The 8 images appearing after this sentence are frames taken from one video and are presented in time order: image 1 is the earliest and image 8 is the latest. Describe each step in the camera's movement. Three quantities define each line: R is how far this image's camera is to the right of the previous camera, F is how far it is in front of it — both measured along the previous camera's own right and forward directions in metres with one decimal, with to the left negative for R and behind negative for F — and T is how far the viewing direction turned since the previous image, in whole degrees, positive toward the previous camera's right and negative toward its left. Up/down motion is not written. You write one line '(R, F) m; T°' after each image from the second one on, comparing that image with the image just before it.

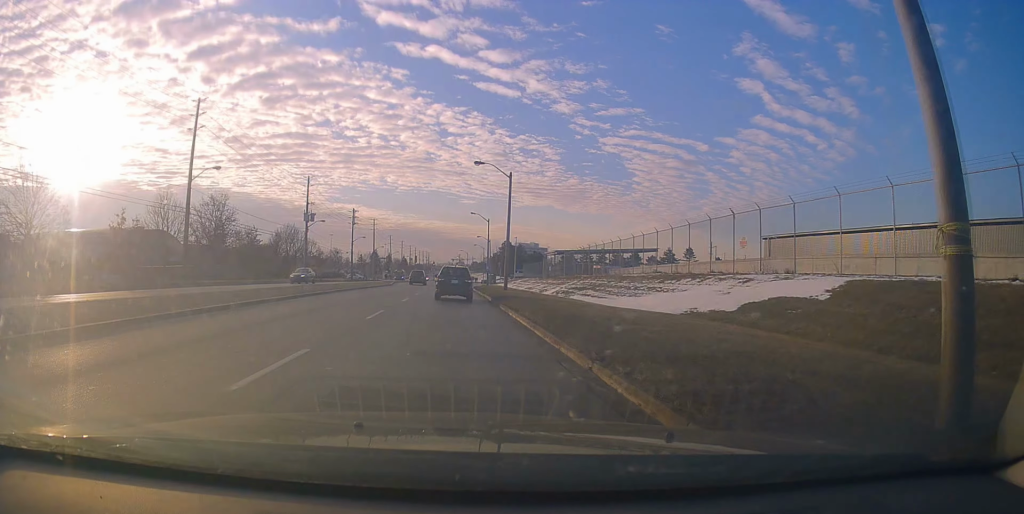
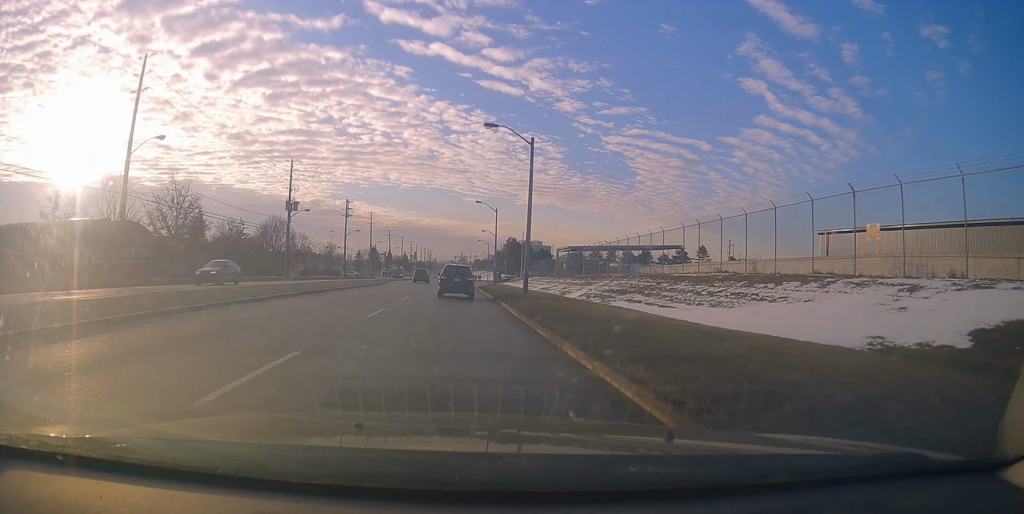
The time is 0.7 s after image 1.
(+0.1, +9.8) m; +1°
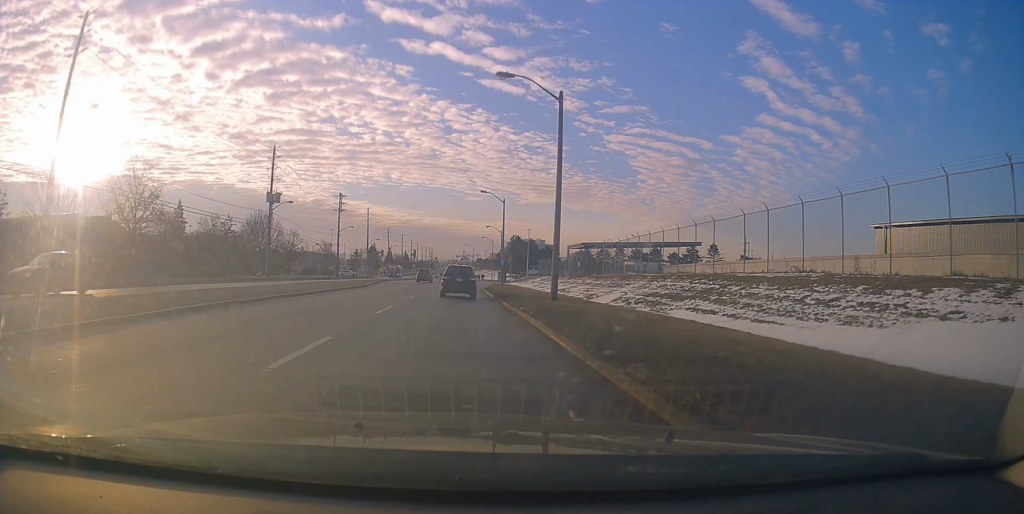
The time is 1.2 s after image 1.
(+0.1, +7.9) m; 0°
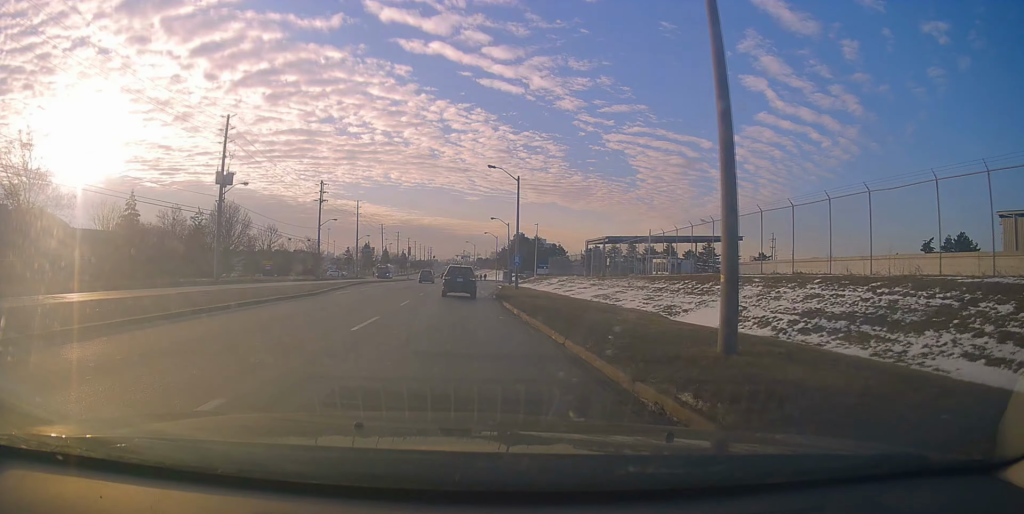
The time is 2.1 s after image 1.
(-0.1, +13.9) m; 0°
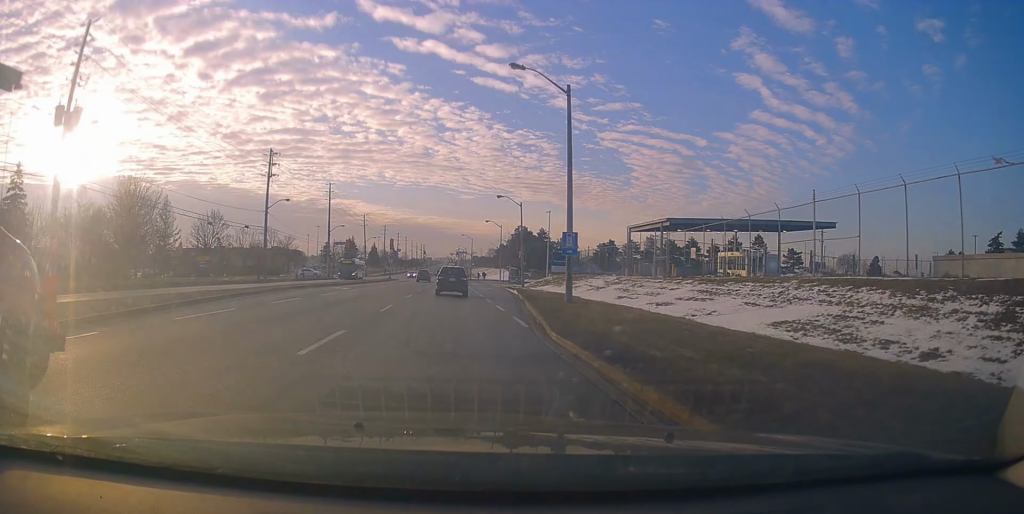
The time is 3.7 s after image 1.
(0.0, +22.2) m; 0°
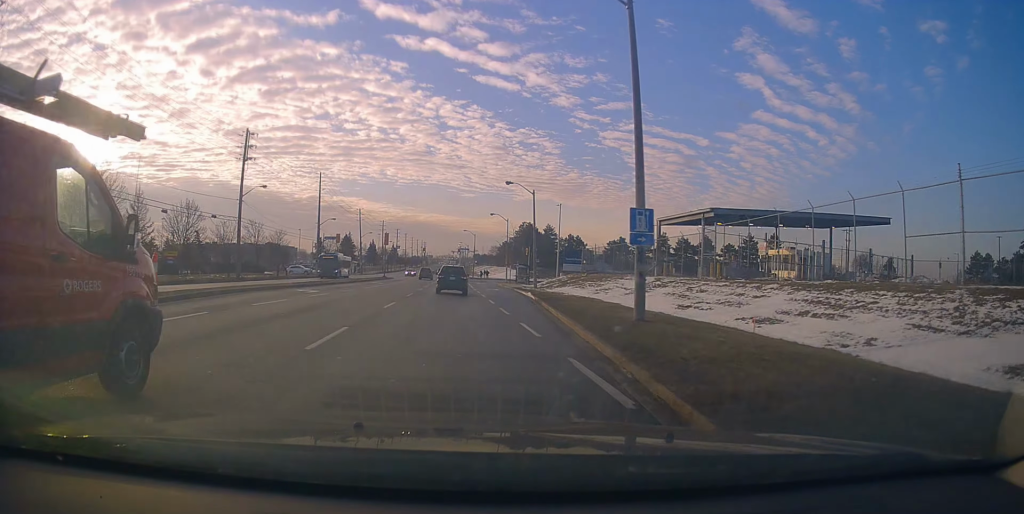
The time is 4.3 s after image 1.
(-0.1, +8.5) m; 0°
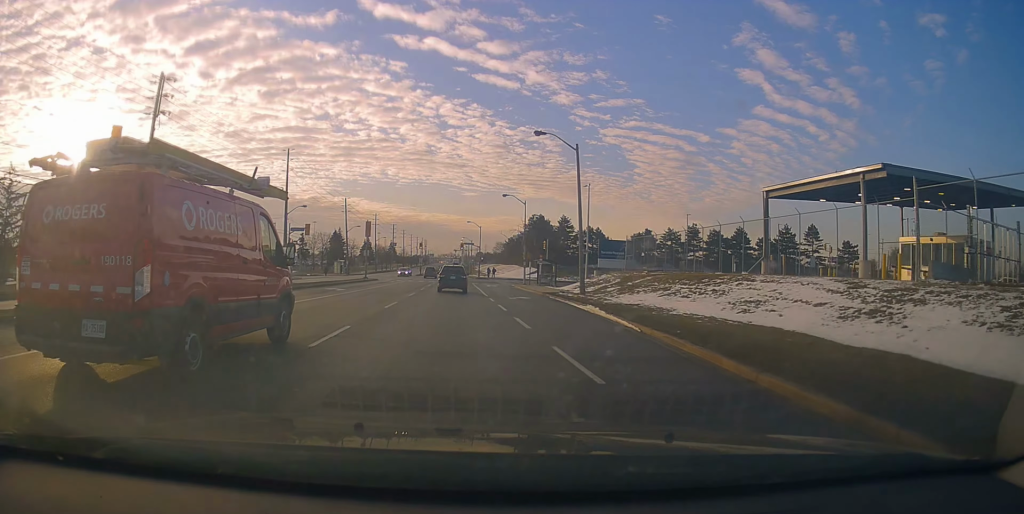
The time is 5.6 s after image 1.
(+0.4, +18.6) m; +1°
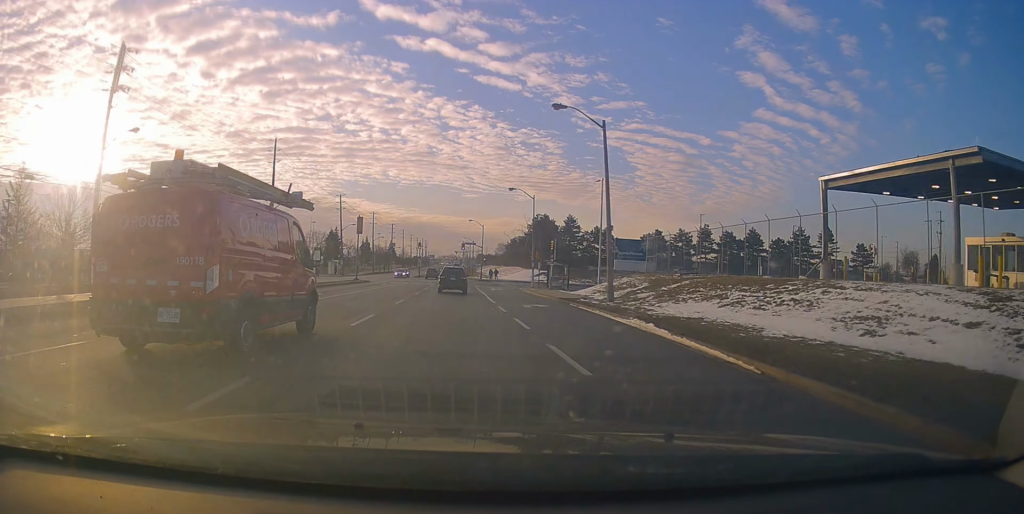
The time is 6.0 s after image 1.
(+0.1, +6.0) m; -1°
